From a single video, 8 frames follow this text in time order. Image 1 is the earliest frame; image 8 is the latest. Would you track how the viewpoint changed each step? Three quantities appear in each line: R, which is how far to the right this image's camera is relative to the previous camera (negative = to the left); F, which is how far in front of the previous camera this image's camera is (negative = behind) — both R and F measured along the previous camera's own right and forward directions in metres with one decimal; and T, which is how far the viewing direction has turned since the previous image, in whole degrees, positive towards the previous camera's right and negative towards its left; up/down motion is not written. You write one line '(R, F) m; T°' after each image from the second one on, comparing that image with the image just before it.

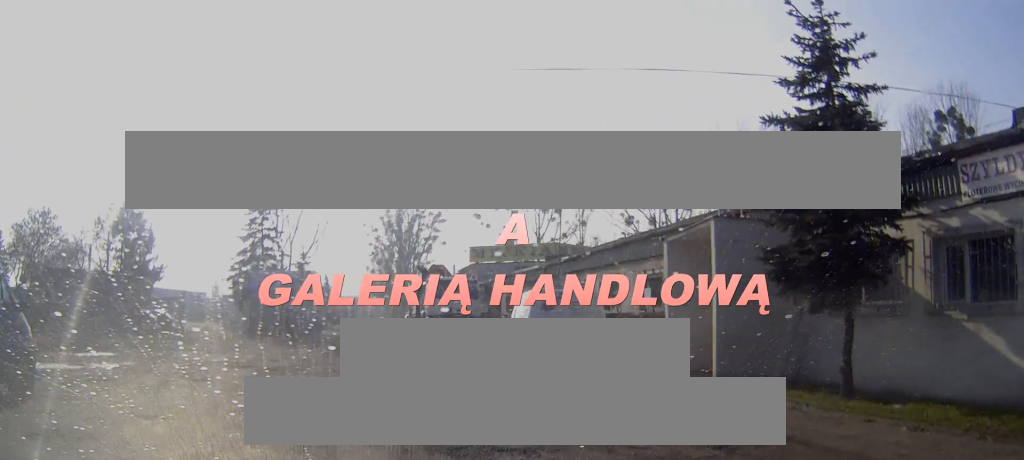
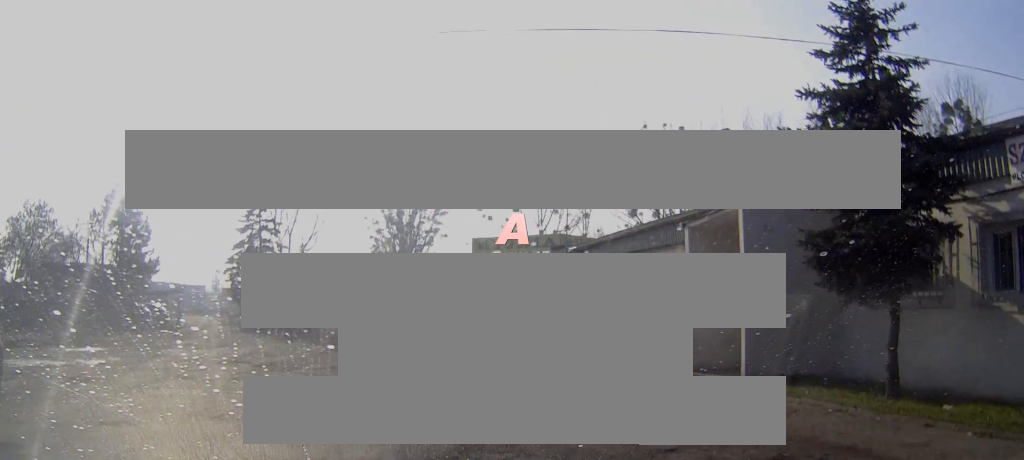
(0.0, +1.1) m; -2°
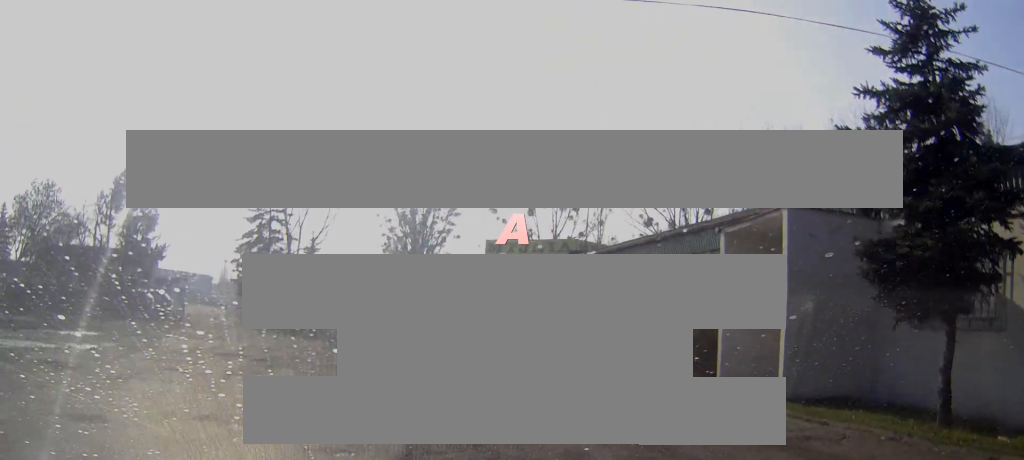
(0.0, +0.9) m; -2°
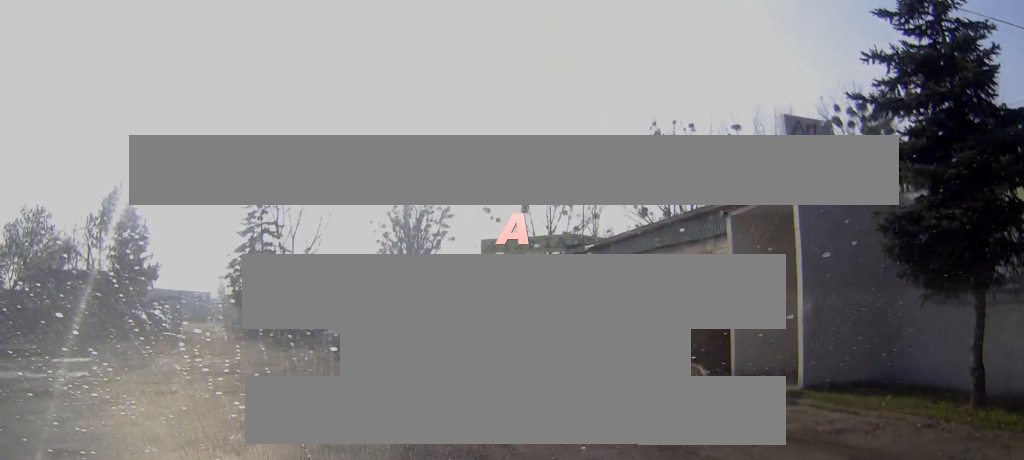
(0.0, +0.7) m; -1°
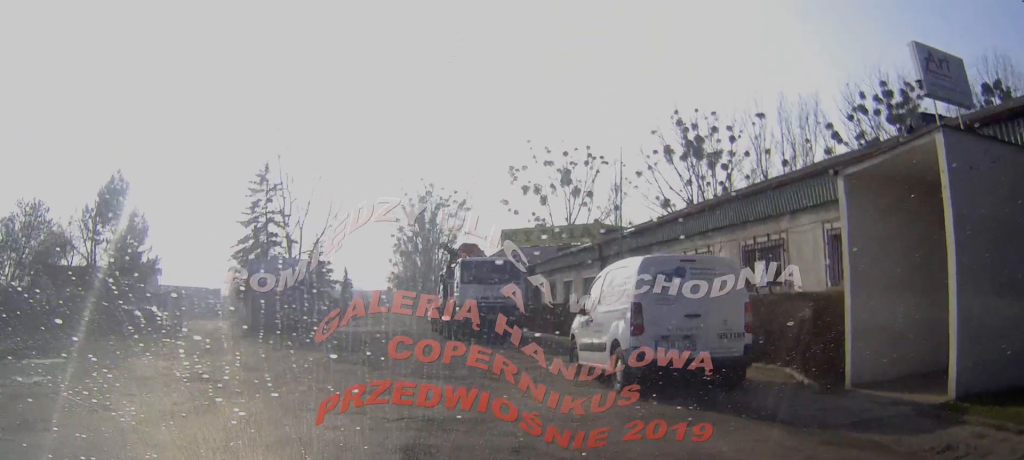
(0.0, +3.0) m; +1°
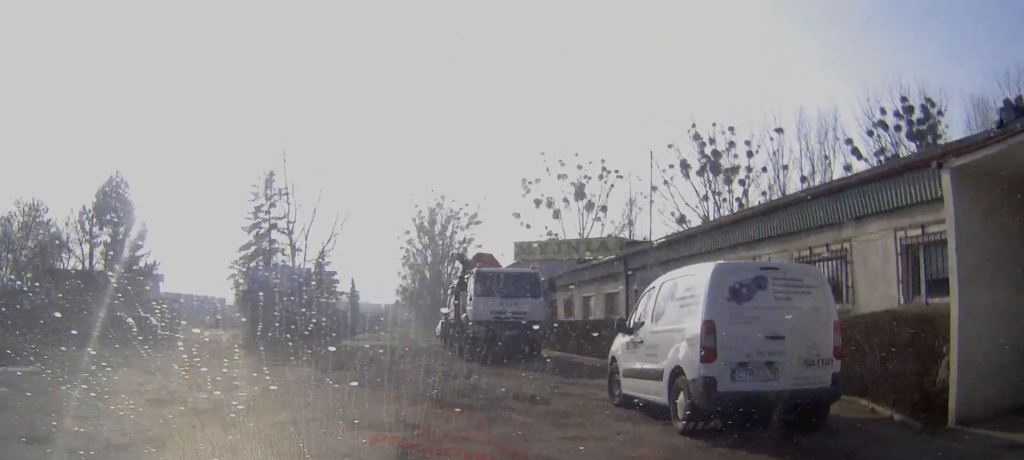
(0.0, +2.1) m; 0°
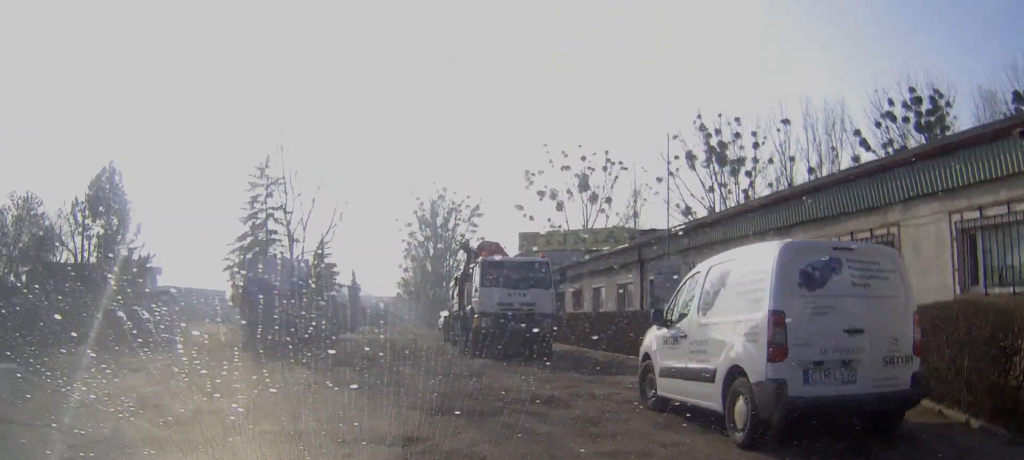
(0.0, +1.4) m; 0°
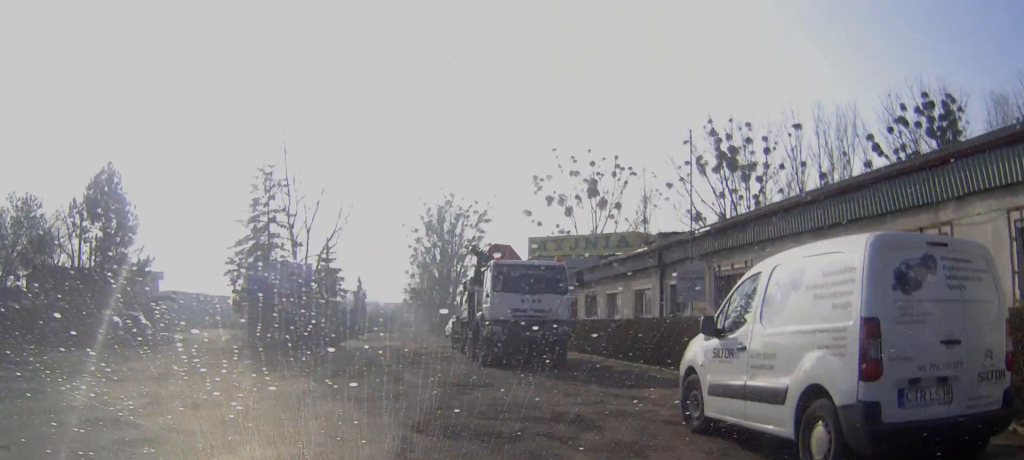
(0.0, +1.3) m; -1°
